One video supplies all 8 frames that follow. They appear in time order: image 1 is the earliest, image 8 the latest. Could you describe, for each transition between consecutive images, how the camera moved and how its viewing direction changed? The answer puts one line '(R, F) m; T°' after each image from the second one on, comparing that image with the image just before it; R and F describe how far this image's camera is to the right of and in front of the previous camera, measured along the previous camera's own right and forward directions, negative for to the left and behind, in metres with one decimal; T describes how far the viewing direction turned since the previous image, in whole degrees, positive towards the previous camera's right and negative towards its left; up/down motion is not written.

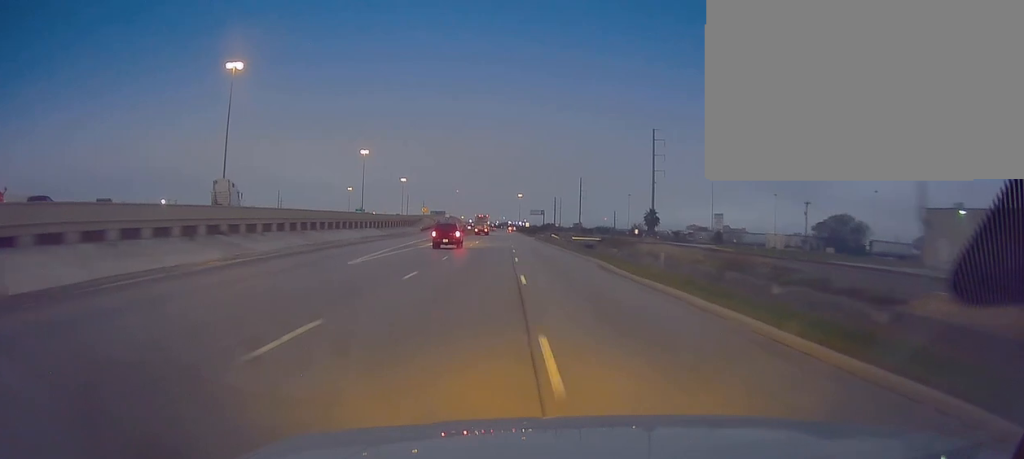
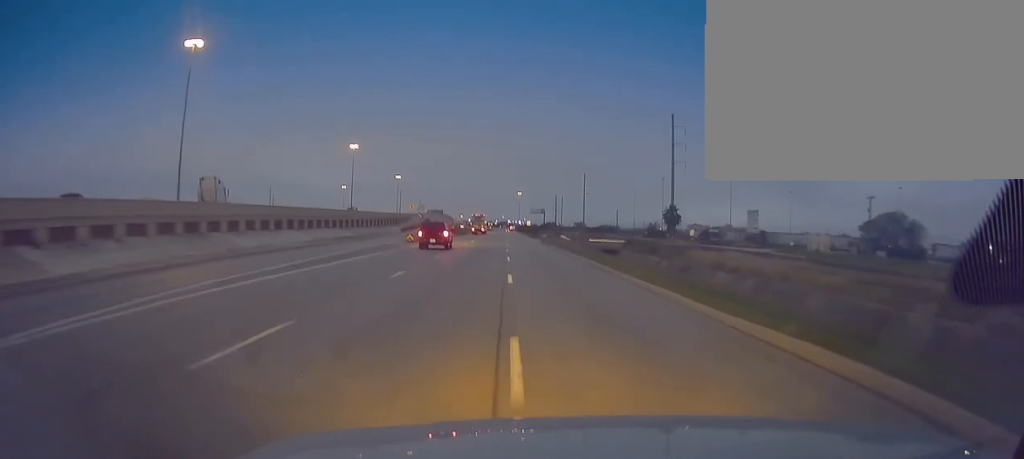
(-0.2, +24.8) m; -1°
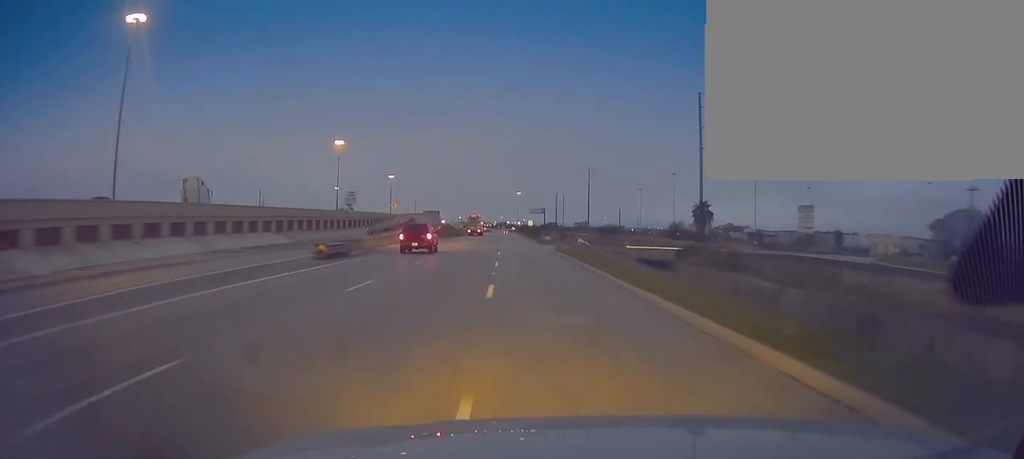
(-0.2, +27.4) m; 0°
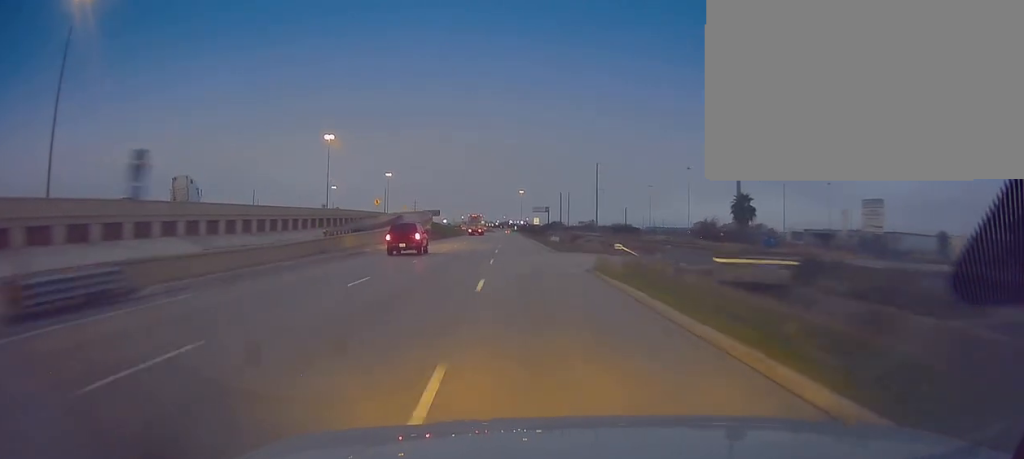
(0.0, +23.0) m; +1°
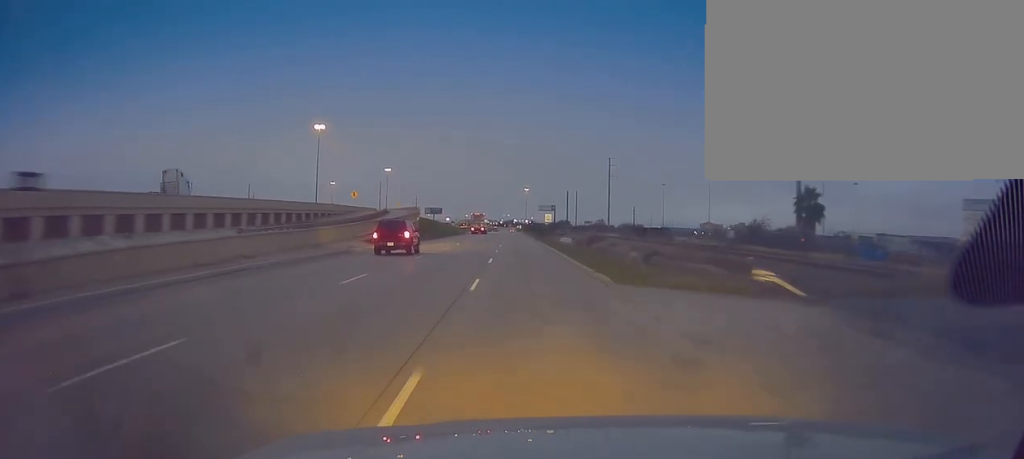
(+0.3, +24.7) m; 0°
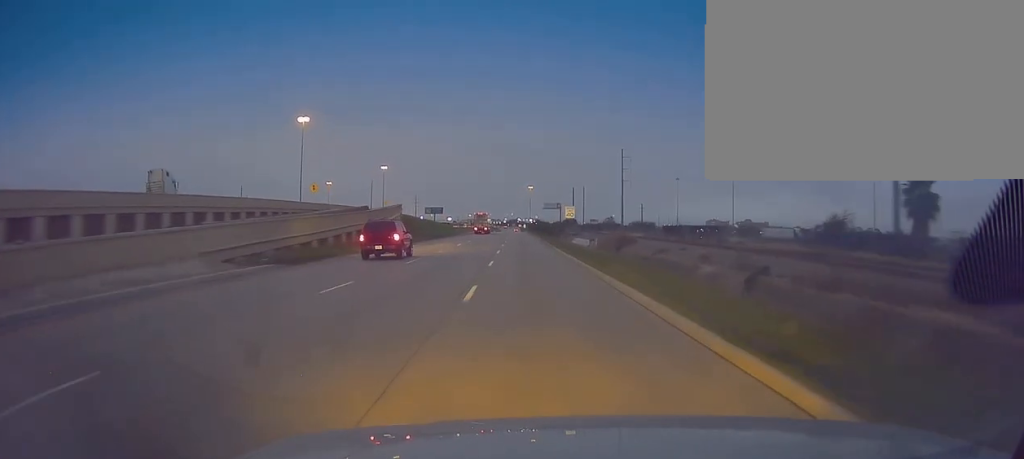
(-0.1, +26.5) m; -1°
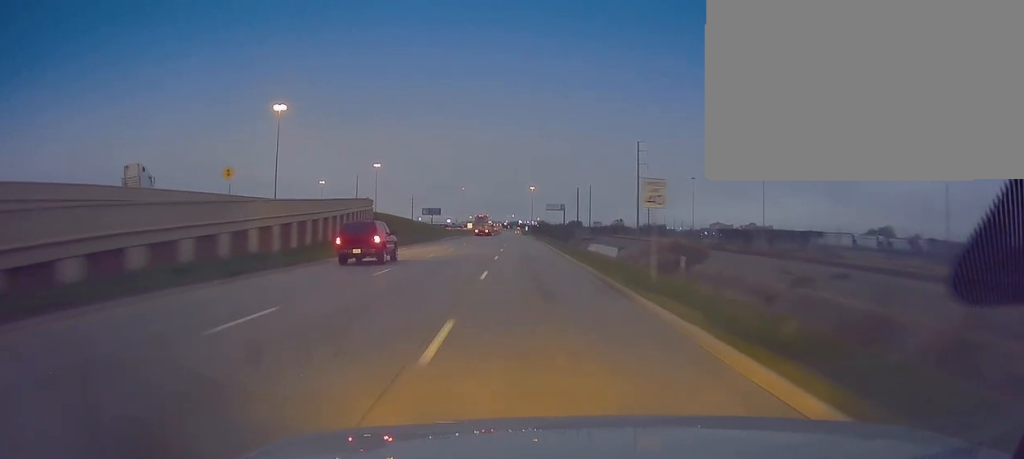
(-0.2, +30.2) m; 0°
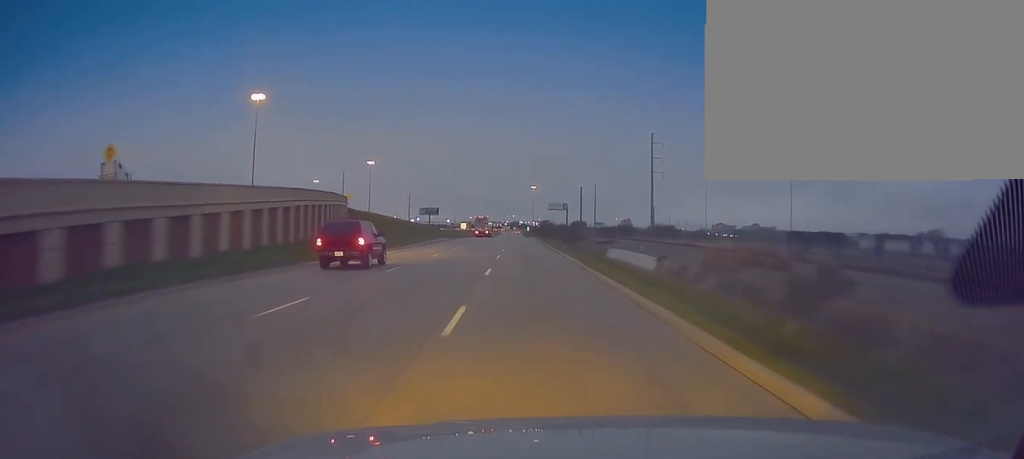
(0.0, +22.3) m; 0°
